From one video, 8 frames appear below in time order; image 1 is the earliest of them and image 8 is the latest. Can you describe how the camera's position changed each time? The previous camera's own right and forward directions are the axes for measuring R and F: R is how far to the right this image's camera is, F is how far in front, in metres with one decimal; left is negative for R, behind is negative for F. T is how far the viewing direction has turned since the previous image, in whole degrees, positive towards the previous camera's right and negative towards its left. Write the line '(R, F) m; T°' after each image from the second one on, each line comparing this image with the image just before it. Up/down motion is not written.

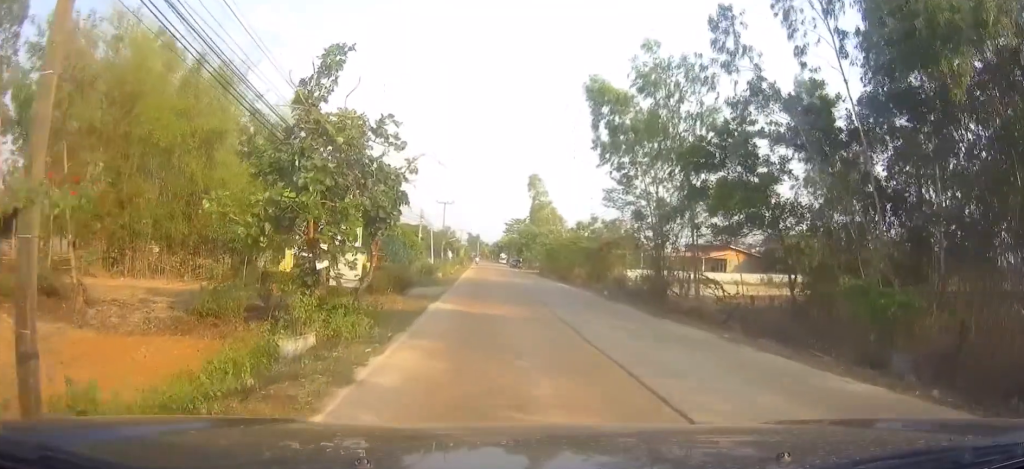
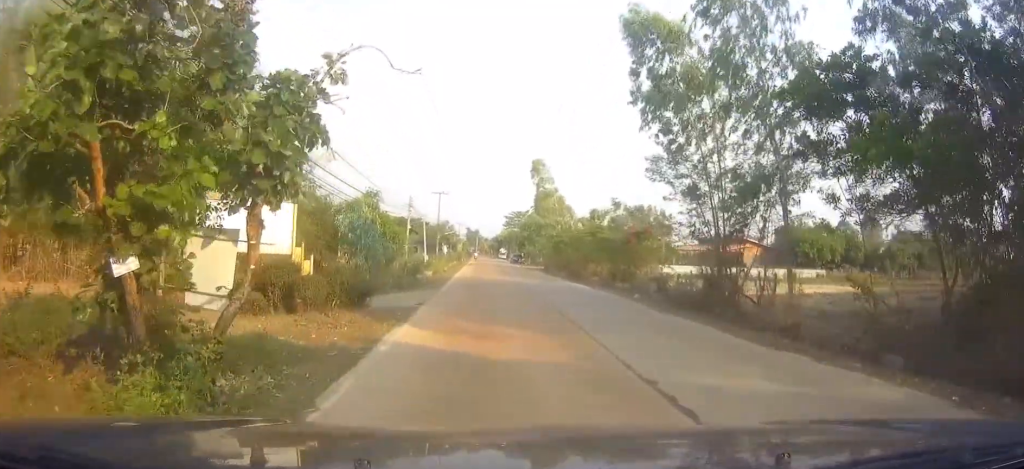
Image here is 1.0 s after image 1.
(0.0, +9.4) m; 0°
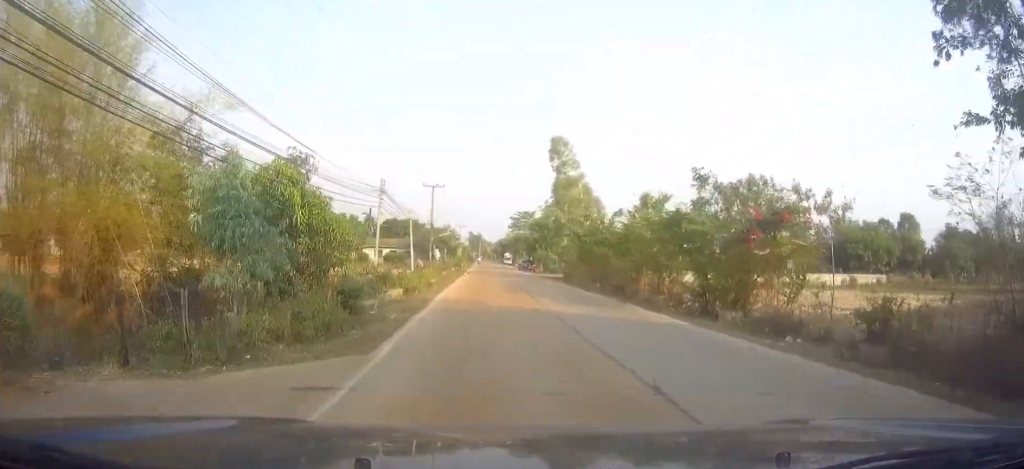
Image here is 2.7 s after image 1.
(-0.1, +17.2) m; -1°
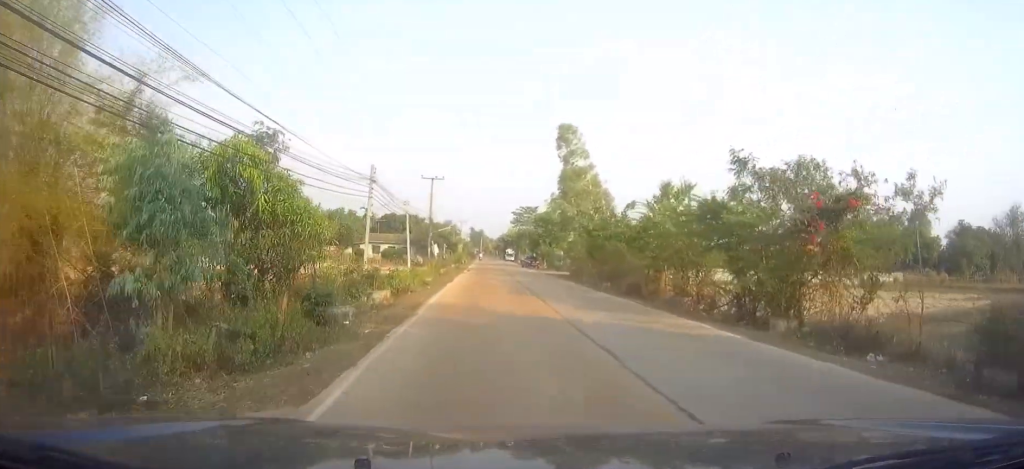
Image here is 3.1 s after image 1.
(0.0, +4.0) m; 0°
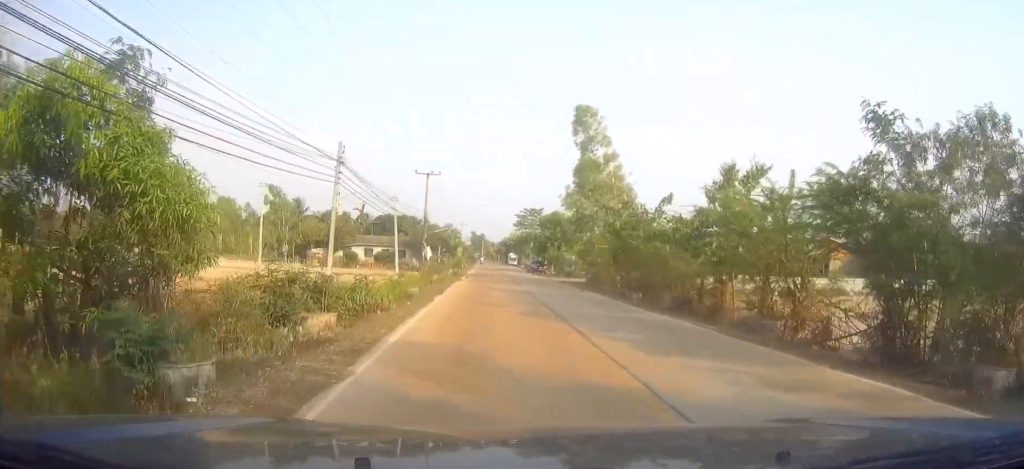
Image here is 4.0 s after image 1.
(0.0, +8.7) m; 0°
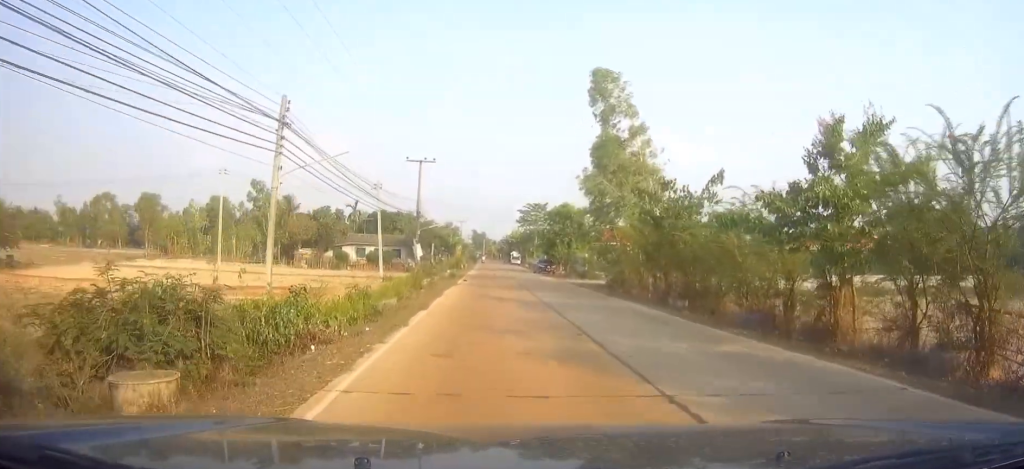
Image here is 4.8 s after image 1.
(0.0, +8.1) m; 0°
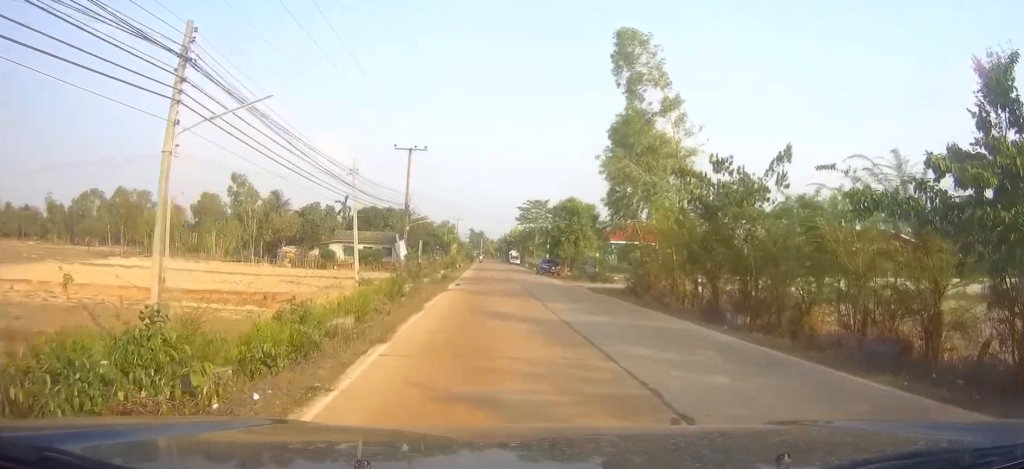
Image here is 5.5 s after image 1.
(+0.1, +7.1) m; 0°
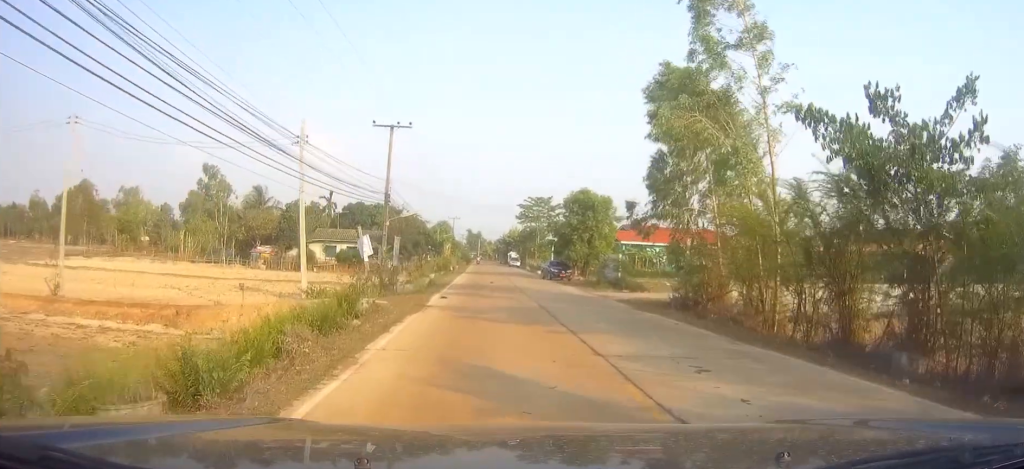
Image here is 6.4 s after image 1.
(-0.2, +9.6) m; 0°
